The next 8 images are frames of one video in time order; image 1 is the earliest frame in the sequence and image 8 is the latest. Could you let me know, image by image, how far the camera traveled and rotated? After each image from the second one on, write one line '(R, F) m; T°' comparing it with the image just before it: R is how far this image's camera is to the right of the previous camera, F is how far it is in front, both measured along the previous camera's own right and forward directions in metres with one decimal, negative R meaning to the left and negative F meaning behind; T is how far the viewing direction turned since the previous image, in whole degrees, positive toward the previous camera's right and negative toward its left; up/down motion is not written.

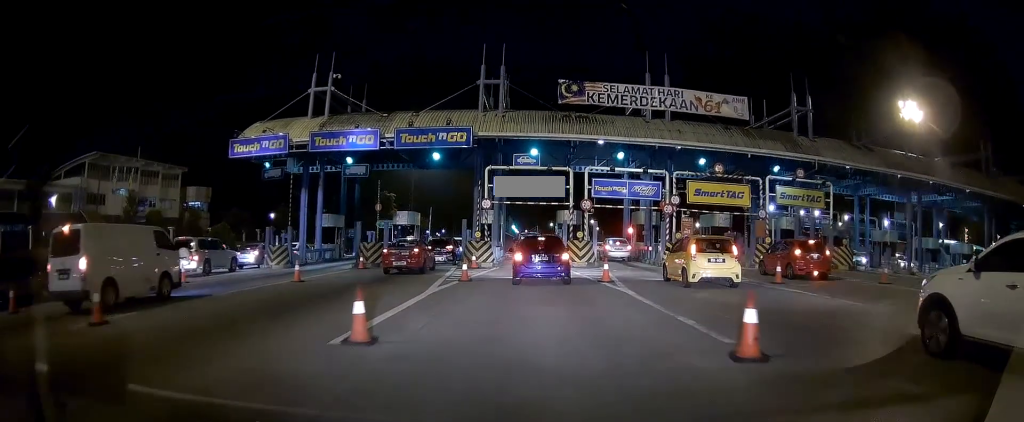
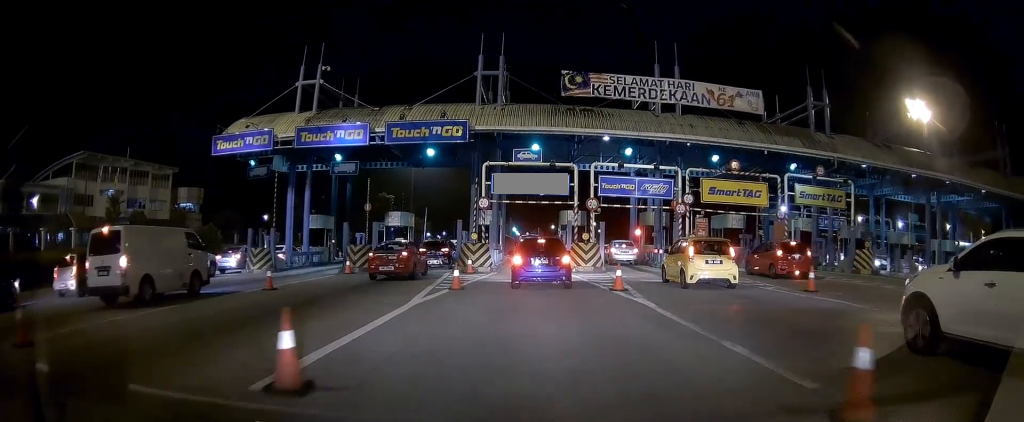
(0.0, +2.1) m; 0°
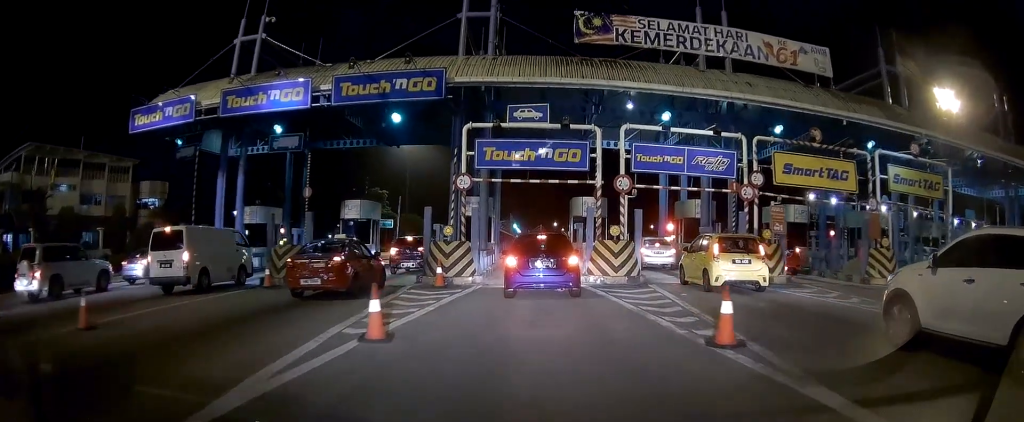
(+0.1, +8.3) m; 0°
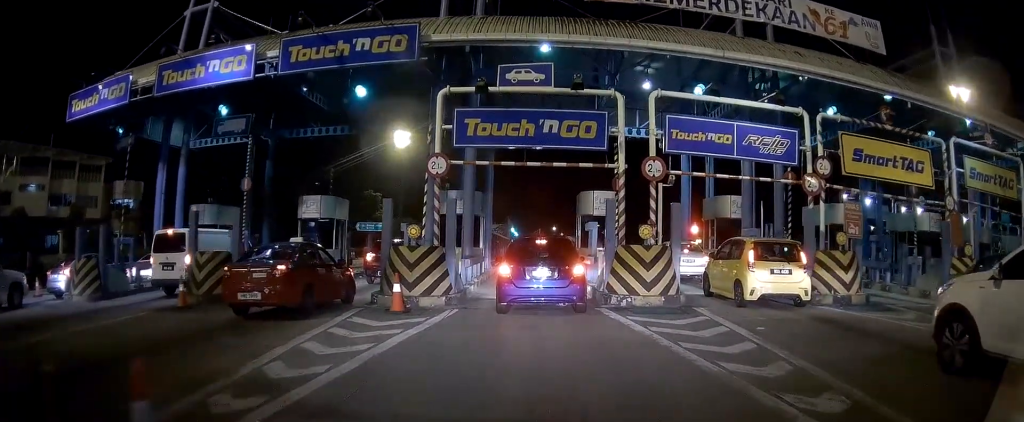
(0.0, +5.1) m; 0°
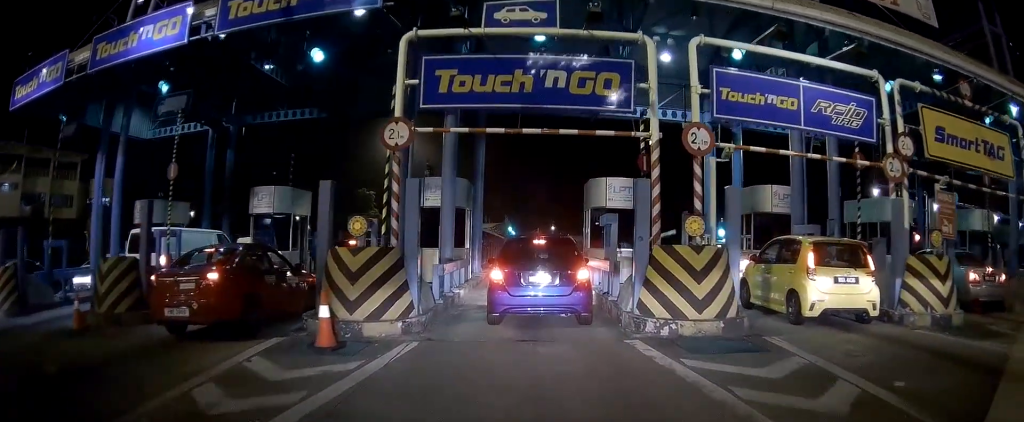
(0.0, +3.9) m; 0°
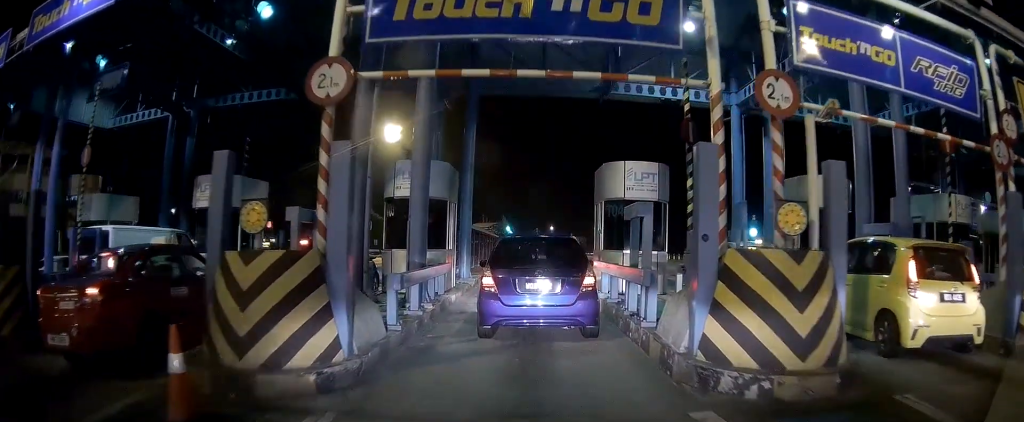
(0.0, +3.4) m; +1°
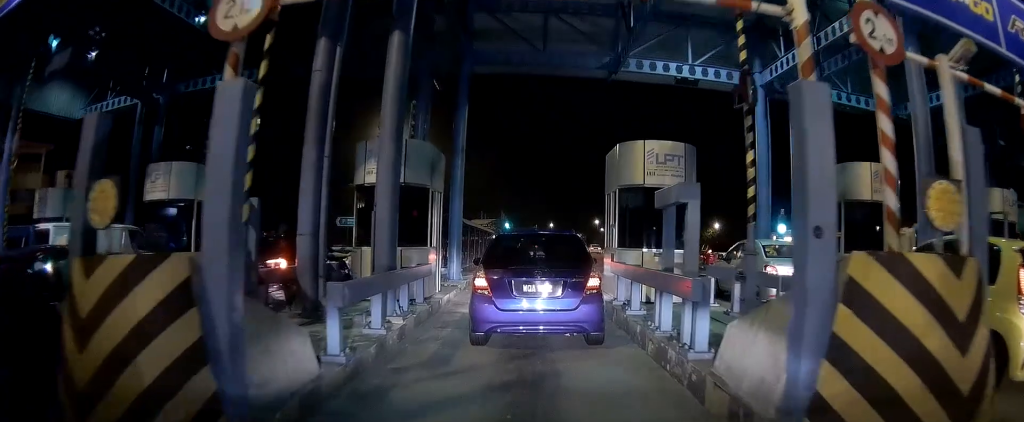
(0.0, +2.3) m; +1°
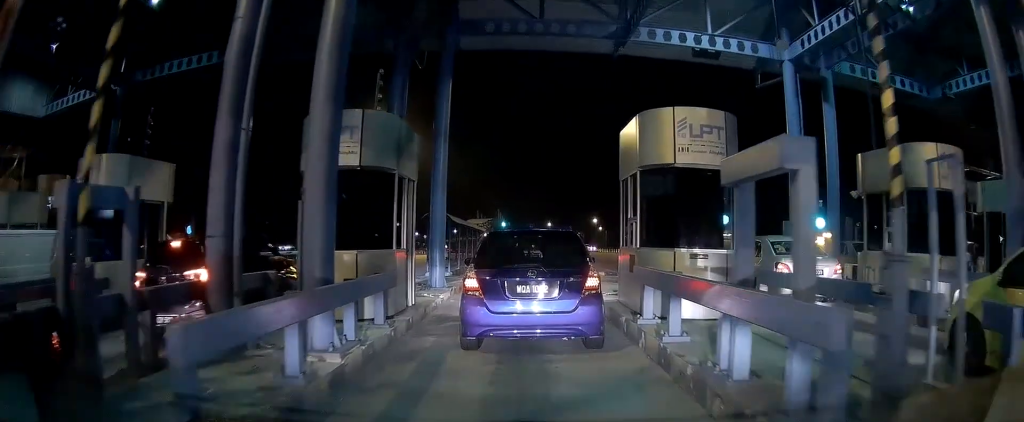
(+0.1, +2.5) m; 0°
